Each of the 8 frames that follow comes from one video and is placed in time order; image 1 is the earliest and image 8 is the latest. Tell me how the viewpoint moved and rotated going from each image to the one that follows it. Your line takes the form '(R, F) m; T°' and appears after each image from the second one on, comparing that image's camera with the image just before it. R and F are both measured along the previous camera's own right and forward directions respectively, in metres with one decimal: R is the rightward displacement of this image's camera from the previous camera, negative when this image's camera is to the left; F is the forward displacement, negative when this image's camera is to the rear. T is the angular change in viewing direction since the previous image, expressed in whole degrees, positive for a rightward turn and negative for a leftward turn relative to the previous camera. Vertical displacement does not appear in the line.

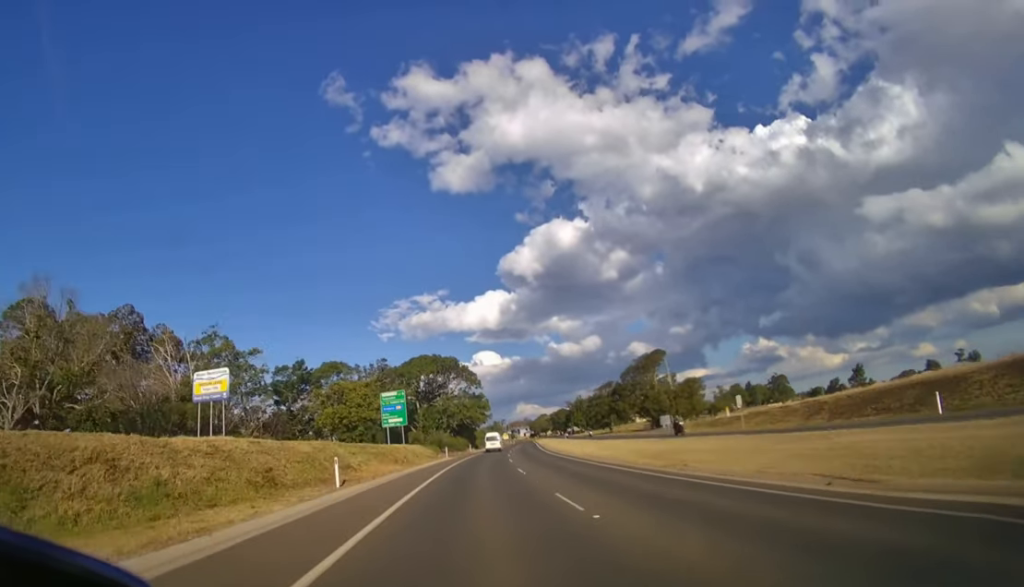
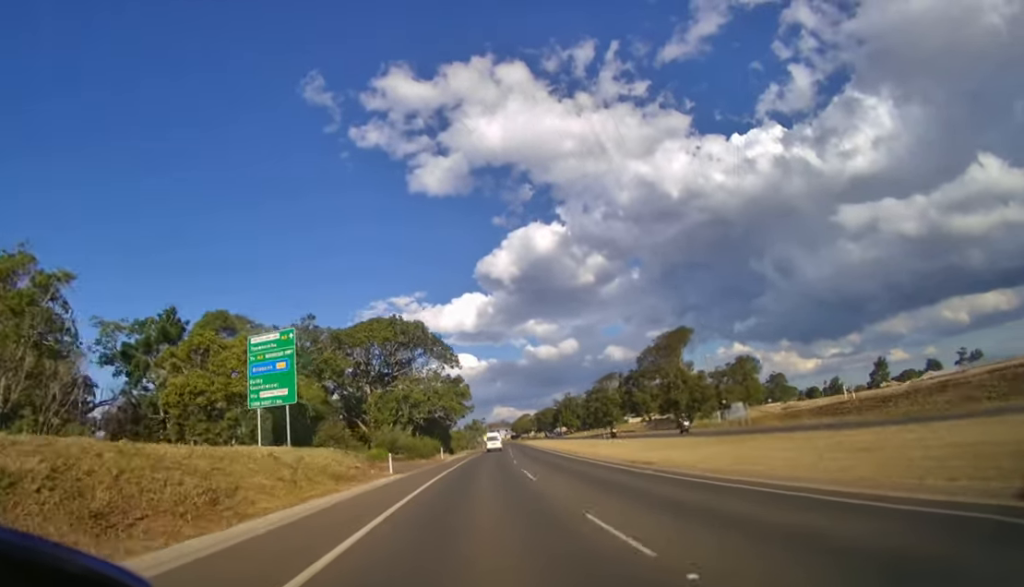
(+0.7, +23.4) m; +3°
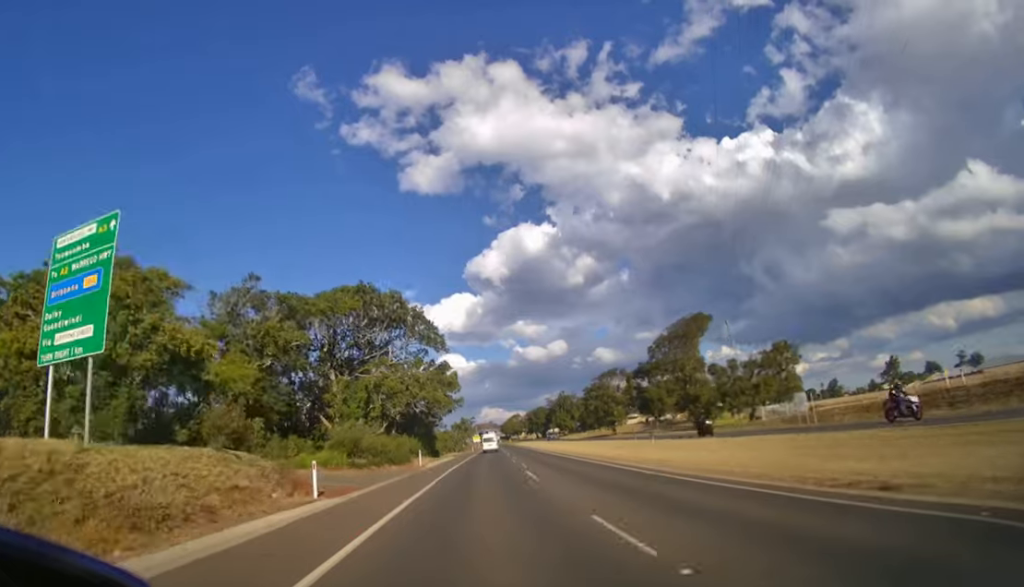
(+0.1, +10.7) m; +1°
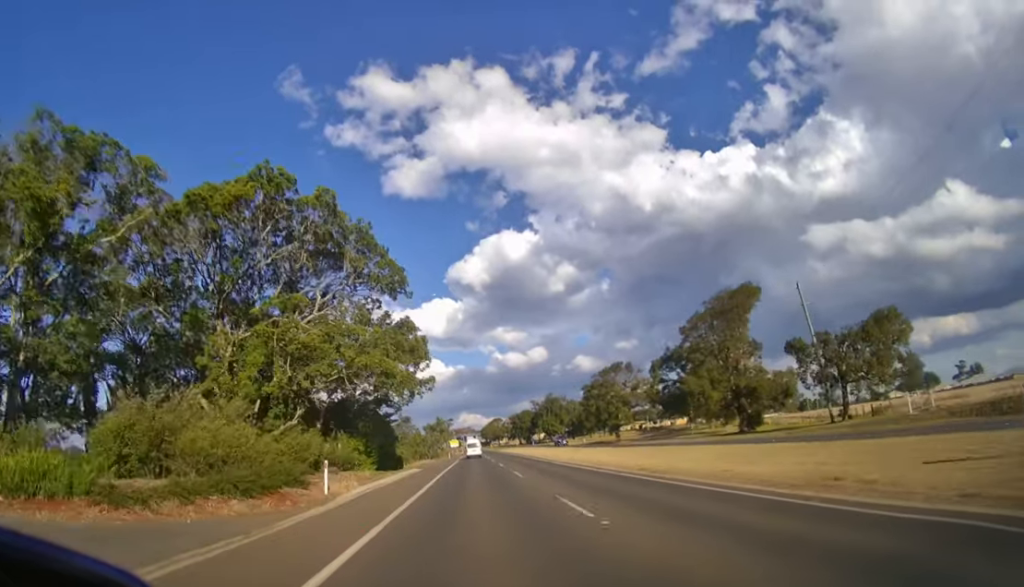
(+0.3, +18.9) m; +2°
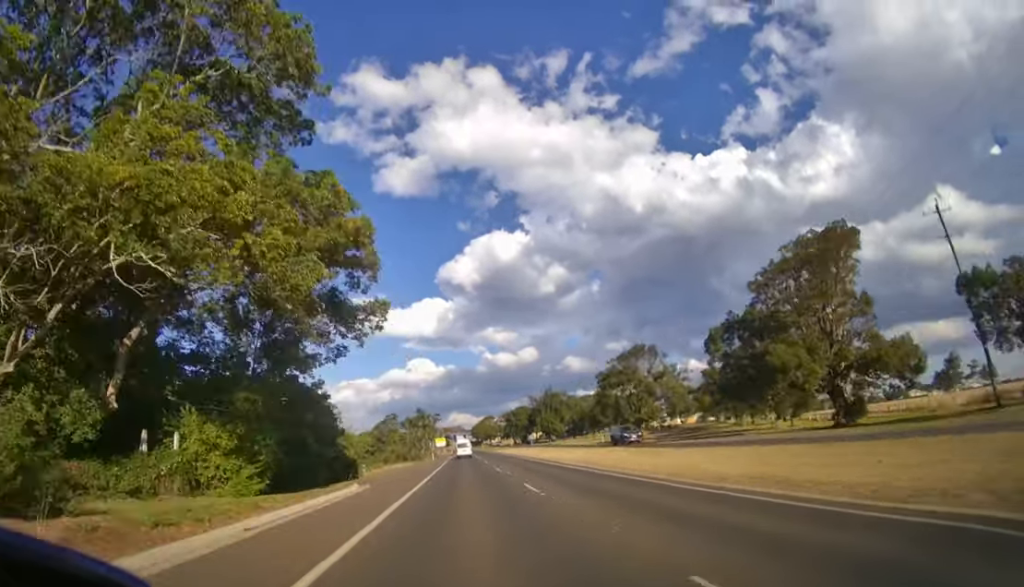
(+0.3, +17.6) m; +2°
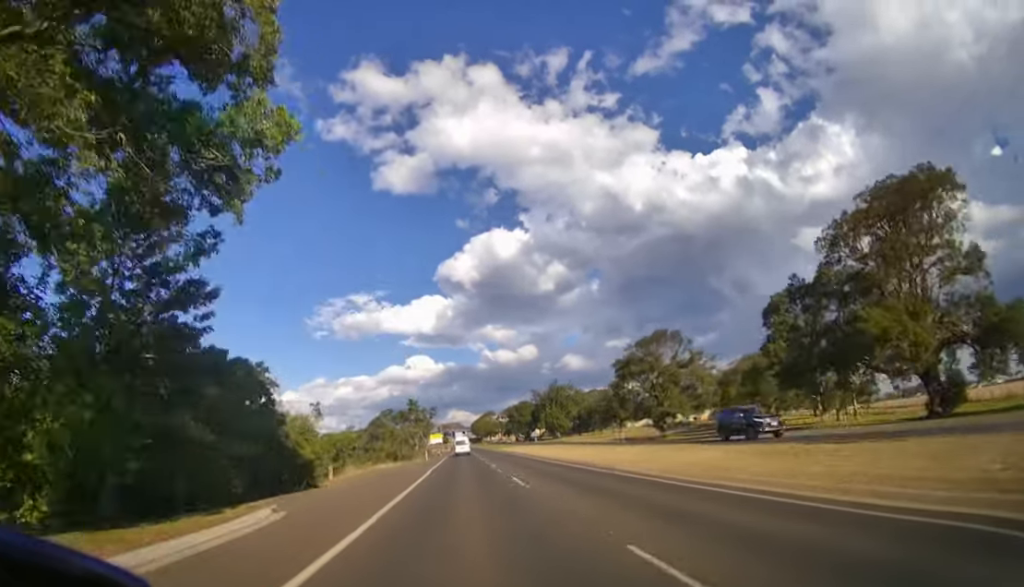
(+0.1, +10.5) m; 0°
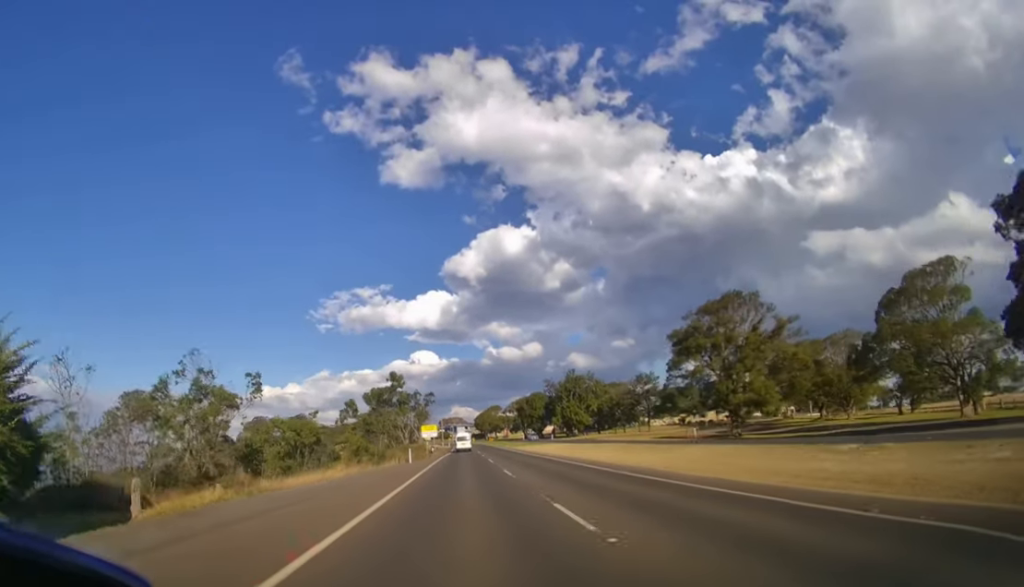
(+0.1, +19.1) m; 0°
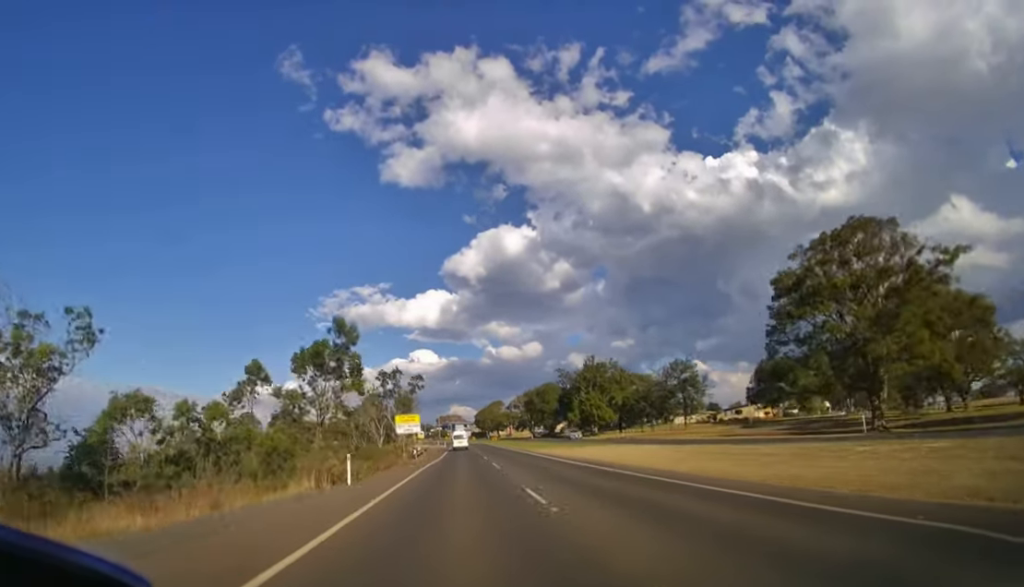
(0.0, +20.8) m; 0°
